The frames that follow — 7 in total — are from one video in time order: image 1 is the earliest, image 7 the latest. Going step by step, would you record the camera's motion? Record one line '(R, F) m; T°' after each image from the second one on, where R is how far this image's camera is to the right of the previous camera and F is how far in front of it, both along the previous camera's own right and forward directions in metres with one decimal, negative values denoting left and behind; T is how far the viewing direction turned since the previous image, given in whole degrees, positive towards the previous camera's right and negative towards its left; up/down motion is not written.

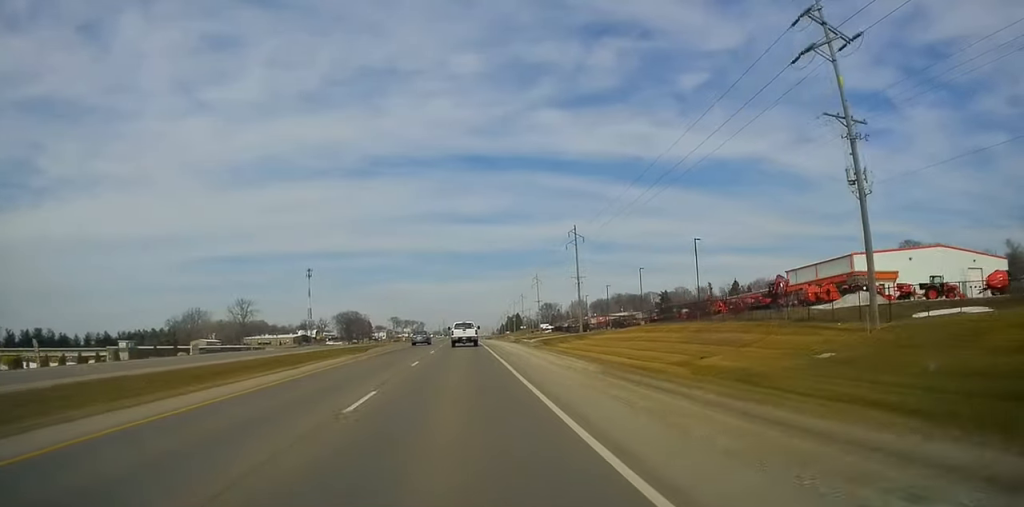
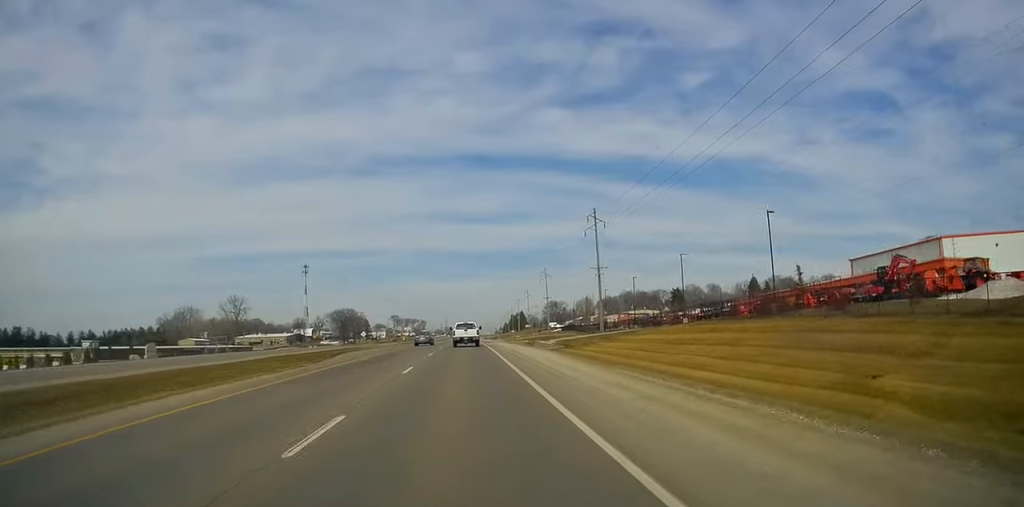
(-0.3, +15.8) m; 0°
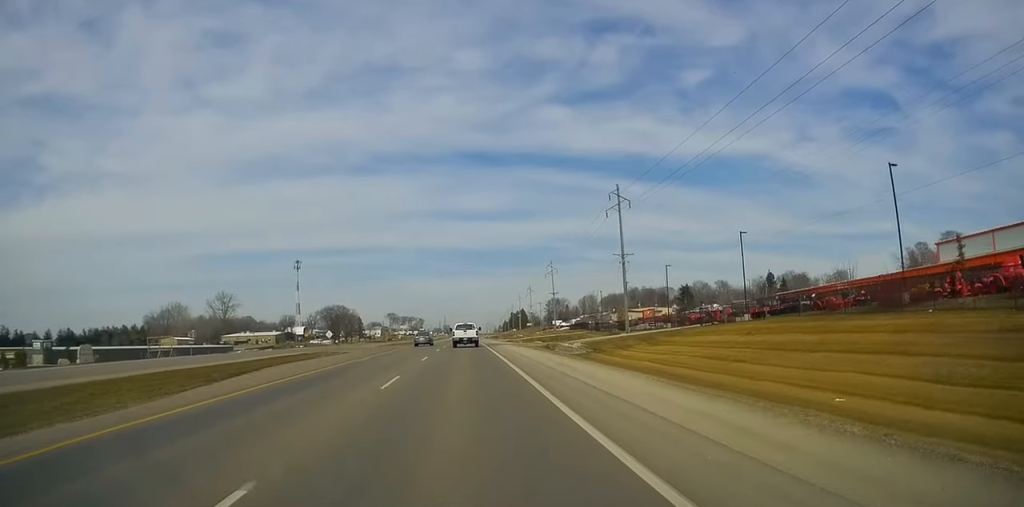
(+0.6, +16.7) m; 0°
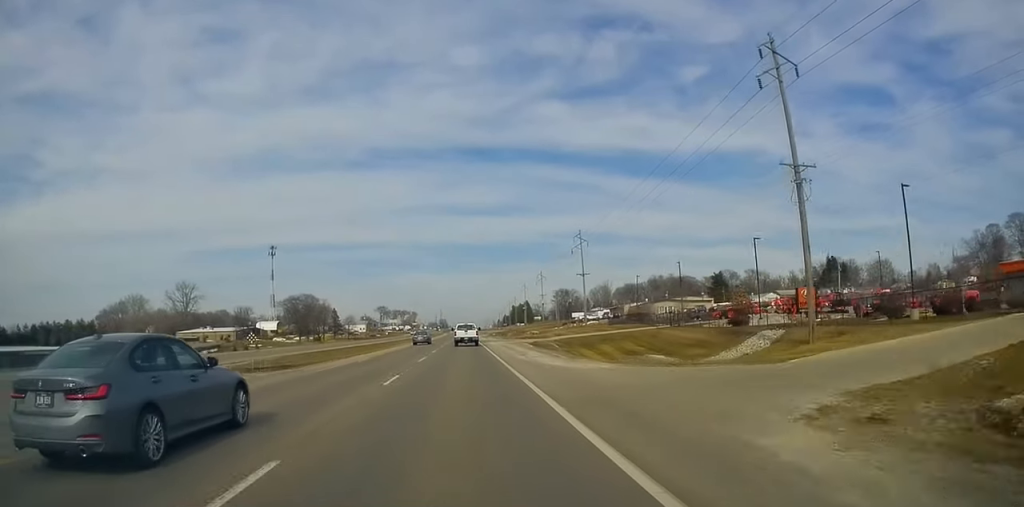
(-0.7, +48.3) m; +1°
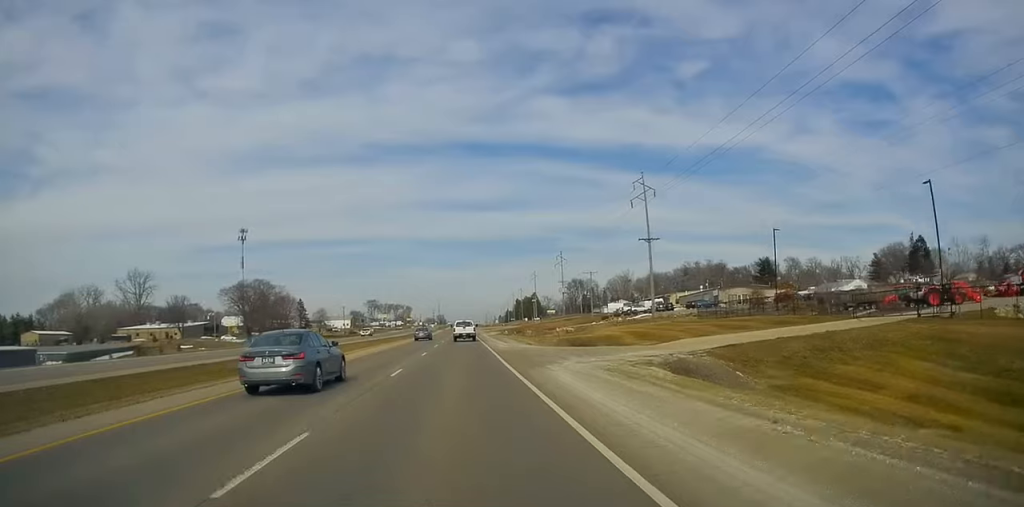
(-0.8, +48.0) m; -1°
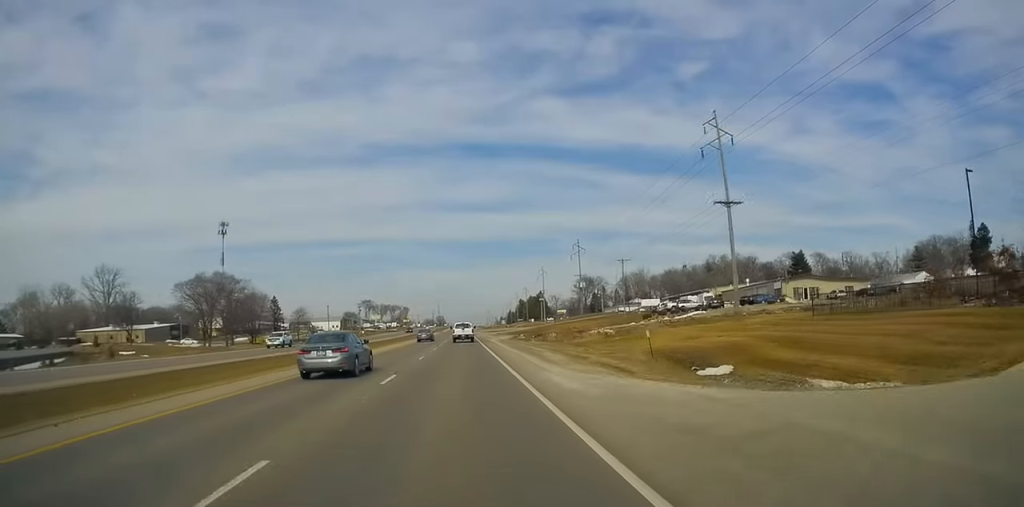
(+0.7, +26.1) m; 0°
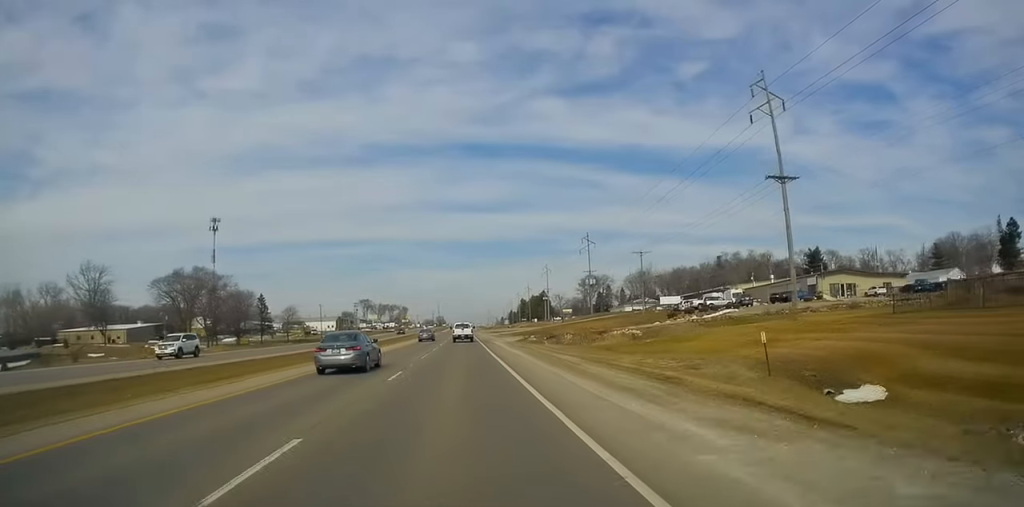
(-0.4, +11.2) m; 0°
